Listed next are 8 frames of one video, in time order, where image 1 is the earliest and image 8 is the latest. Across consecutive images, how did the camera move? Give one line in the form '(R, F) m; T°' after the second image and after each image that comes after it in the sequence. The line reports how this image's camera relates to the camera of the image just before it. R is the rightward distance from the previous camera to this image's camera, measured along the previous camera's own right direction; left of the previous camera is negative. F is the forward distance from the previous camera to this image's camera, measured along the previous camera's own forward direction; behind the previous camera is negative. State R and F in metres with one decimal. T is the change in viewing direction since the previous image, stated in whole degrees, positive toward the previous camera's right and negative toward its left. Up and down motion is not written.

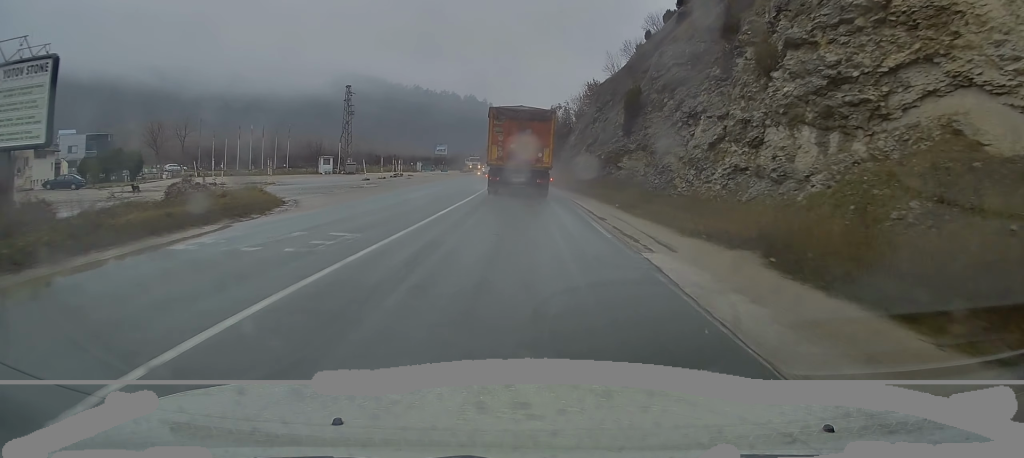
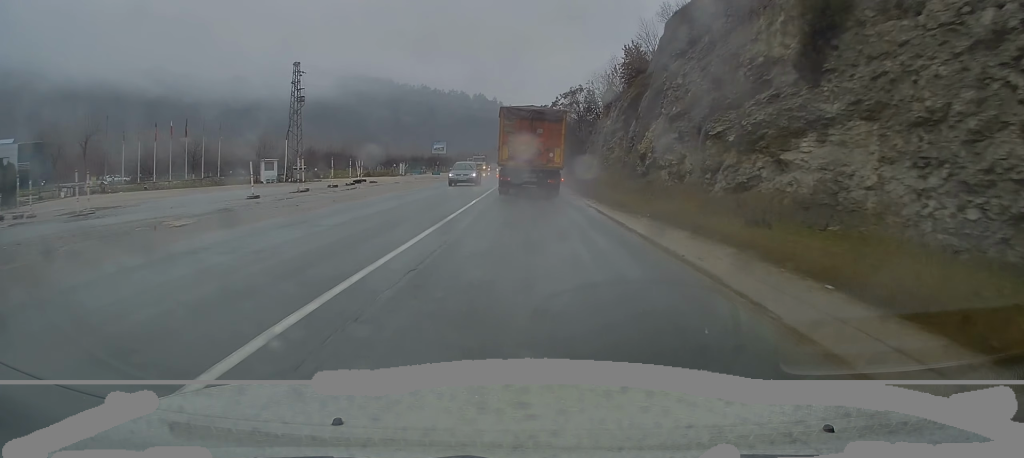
(-0.4, +22.9) m; -2°
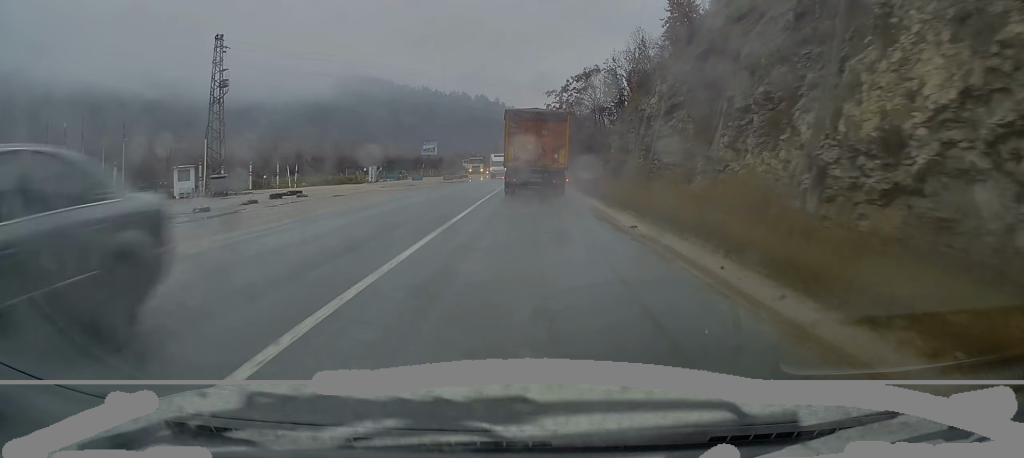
(-0.2, +17.4) m; -1°
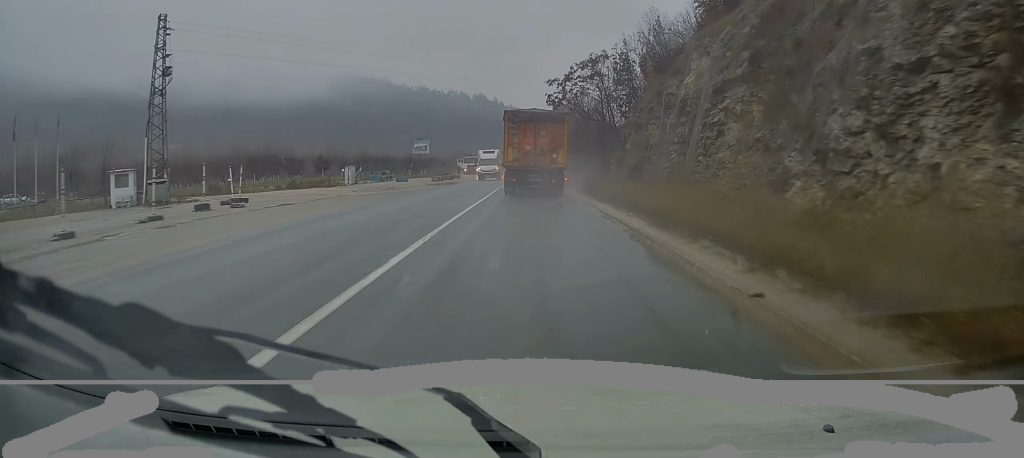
(+0.1, +8.1) m; 0°
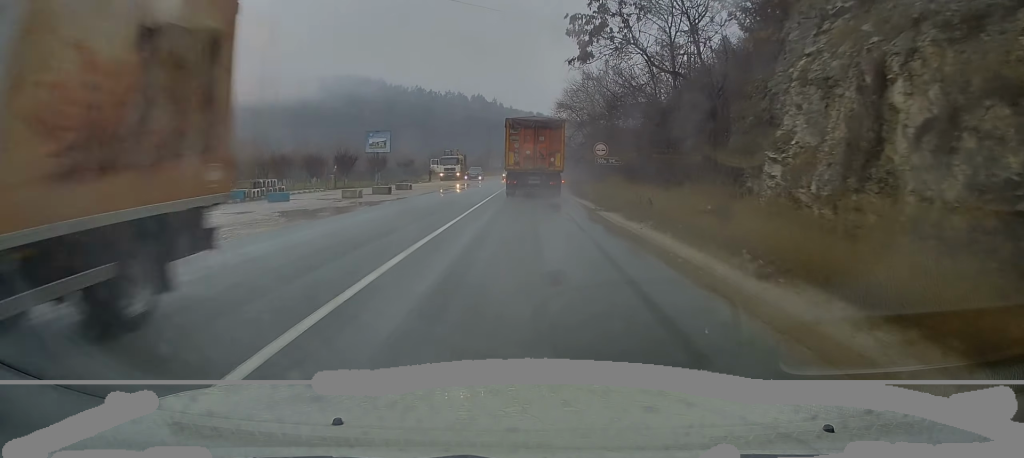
(0.0, +30.7) m; +1°
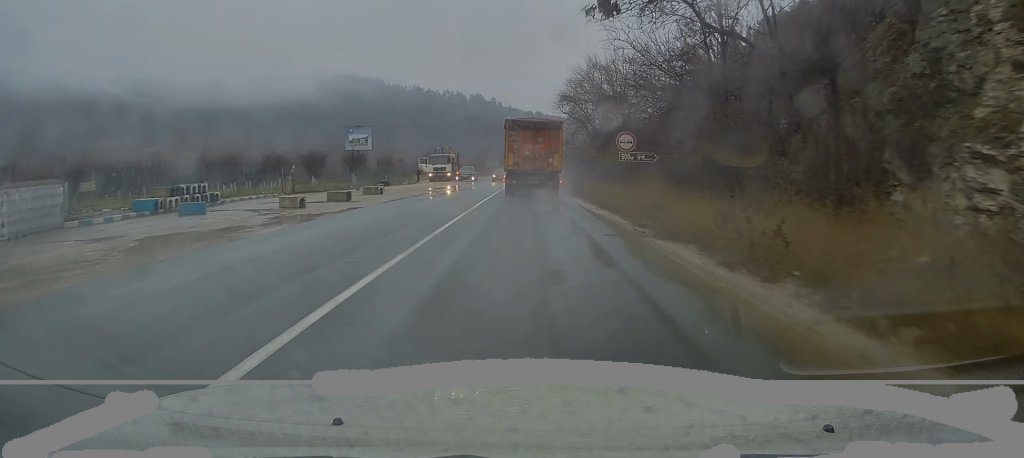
(+0.1, +8.3) m; +1°
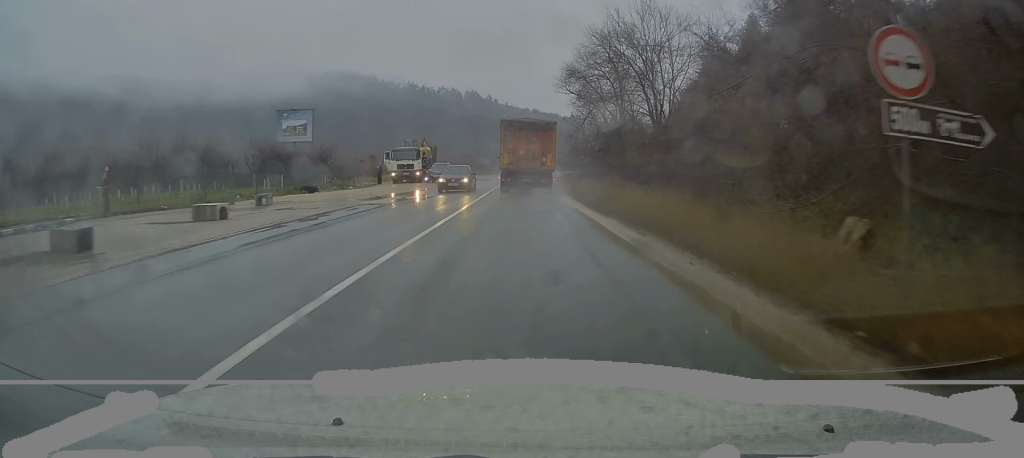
(+0.1, +17.9) m; +1°
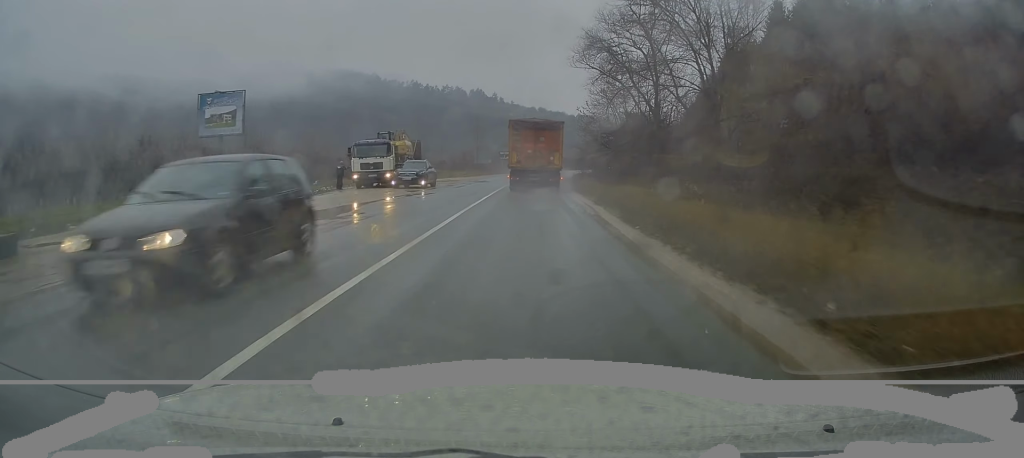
(+0.3, +13.5) m; 0°
